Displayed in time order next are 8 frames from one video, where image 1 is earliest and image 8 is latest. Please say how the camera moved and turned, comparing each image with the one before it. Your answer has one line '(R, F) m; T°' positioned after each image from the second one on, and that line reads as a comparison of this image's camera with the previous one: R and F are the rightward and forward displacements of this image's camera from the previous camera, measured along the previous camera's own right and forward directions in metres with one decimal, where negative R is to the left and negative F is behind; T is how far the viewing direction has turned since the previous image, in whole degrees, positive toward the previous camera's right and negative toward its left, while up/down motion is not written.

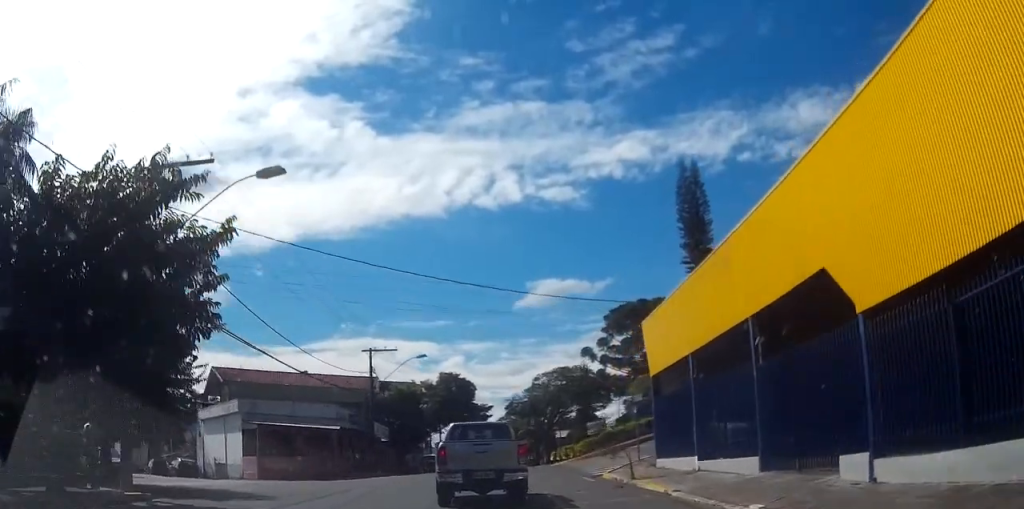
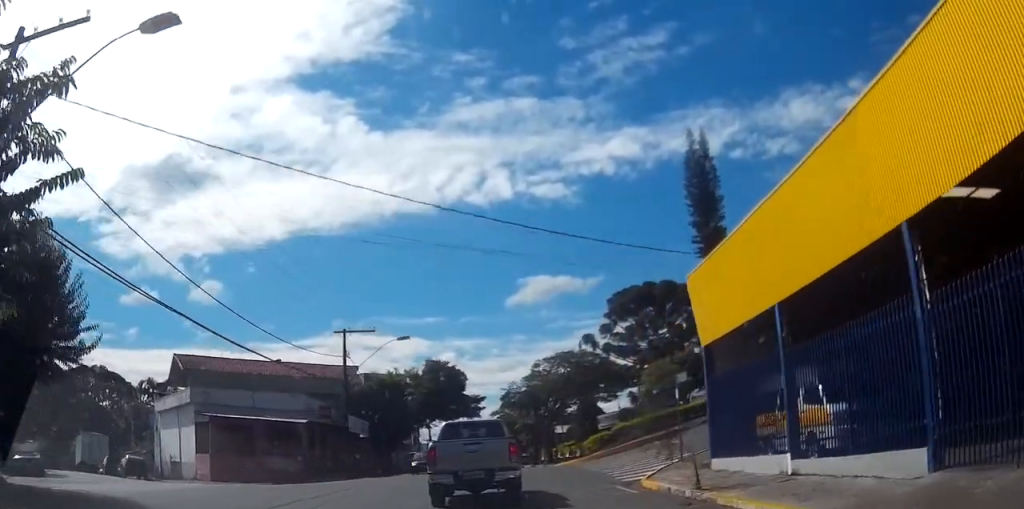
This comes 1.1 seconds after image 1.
(+0.3, +7.0) m; +2°
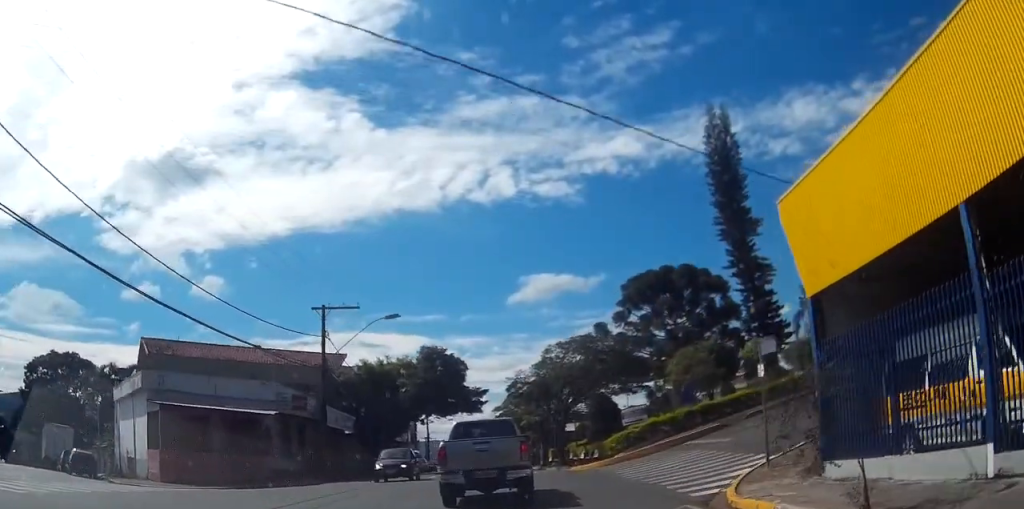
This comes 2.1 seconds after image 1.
(-0.1, +6.6) m; 0°
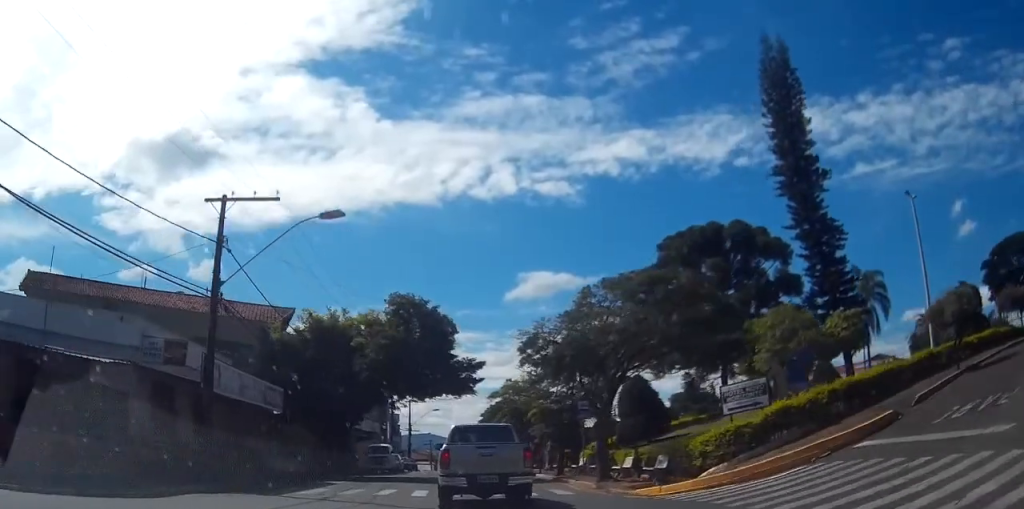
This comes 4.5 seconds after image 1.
(-0.2, +15.0) m; -4°
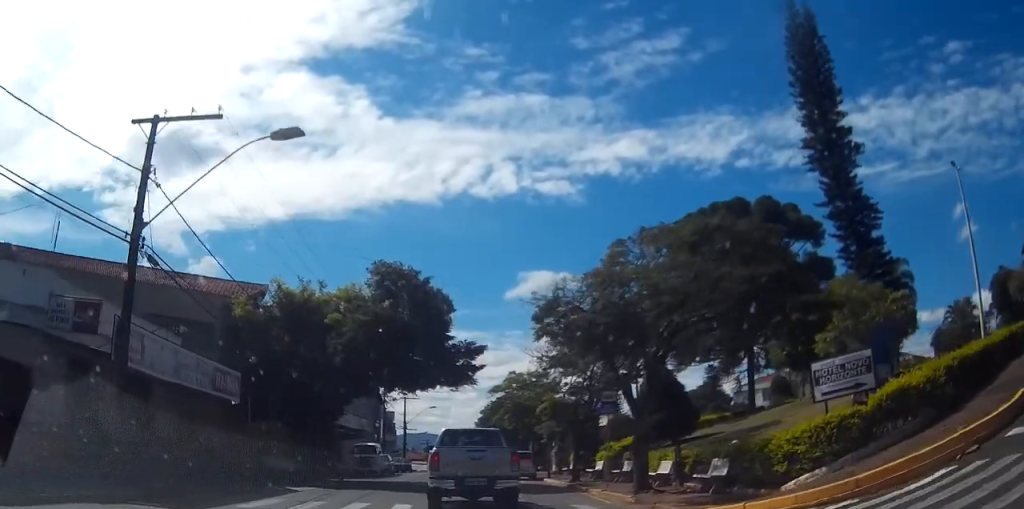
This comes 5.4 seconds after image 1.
(-0.2, +5.7) m; -2°
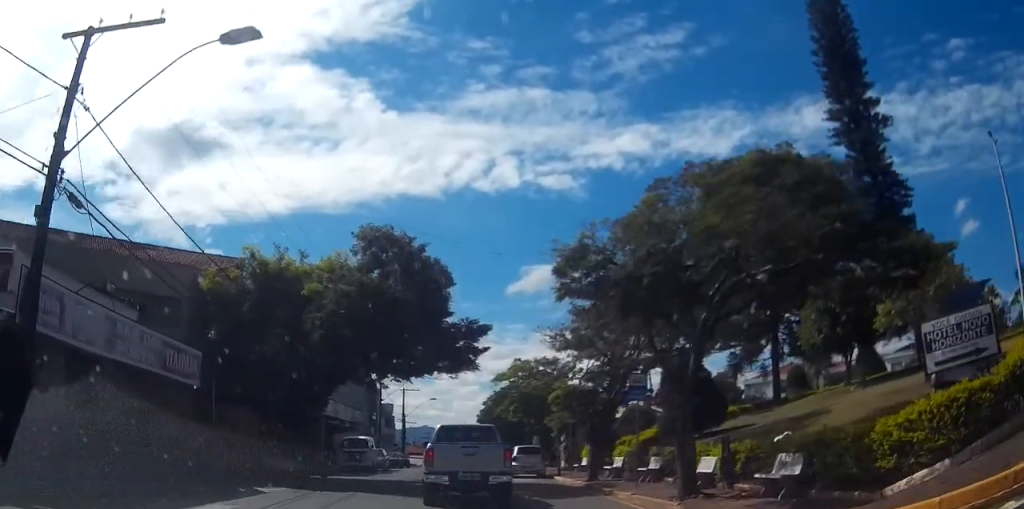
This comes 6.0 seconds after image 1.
(0.0, +4.0) m; 0°
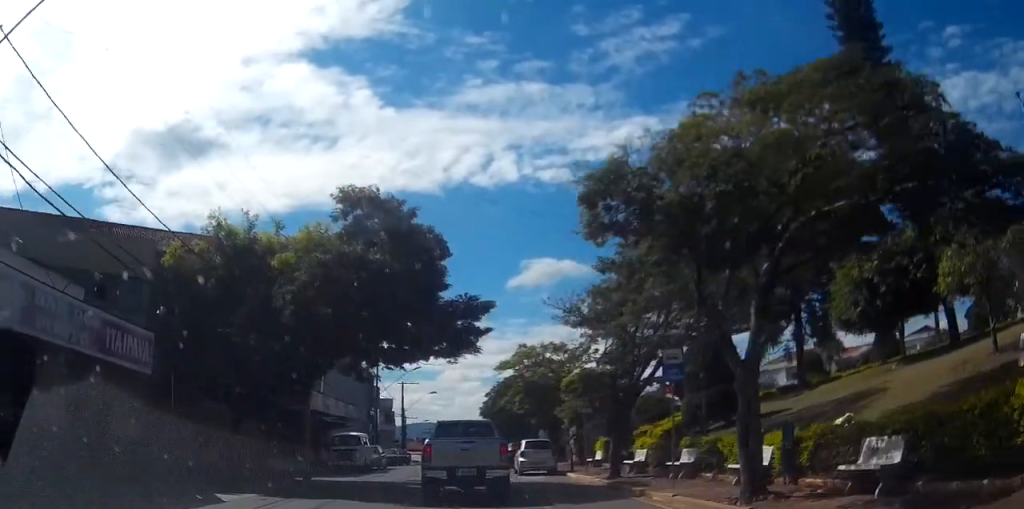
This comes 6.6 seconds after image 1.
(0.0, +3.5) m; 0°
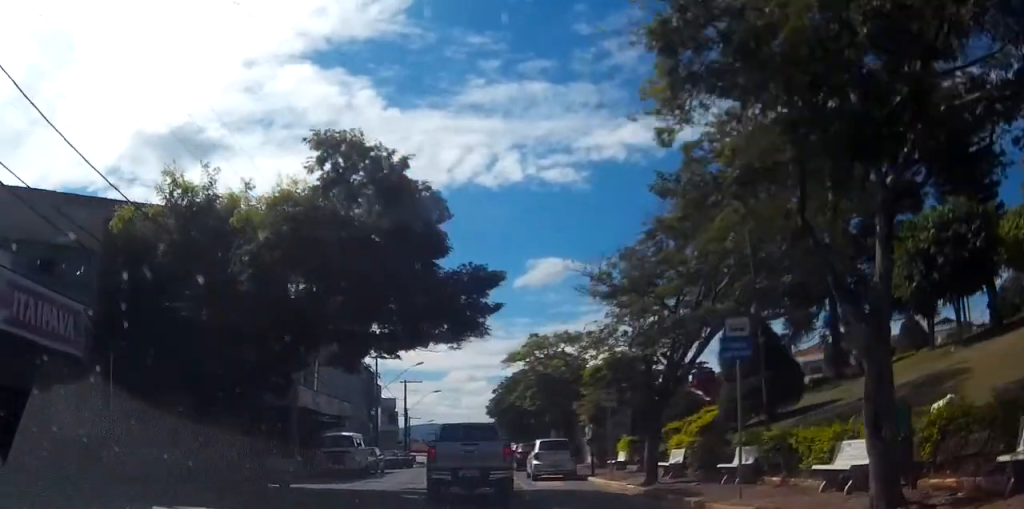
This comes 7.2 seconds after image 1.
(0.0, +3.9) m; 0°
